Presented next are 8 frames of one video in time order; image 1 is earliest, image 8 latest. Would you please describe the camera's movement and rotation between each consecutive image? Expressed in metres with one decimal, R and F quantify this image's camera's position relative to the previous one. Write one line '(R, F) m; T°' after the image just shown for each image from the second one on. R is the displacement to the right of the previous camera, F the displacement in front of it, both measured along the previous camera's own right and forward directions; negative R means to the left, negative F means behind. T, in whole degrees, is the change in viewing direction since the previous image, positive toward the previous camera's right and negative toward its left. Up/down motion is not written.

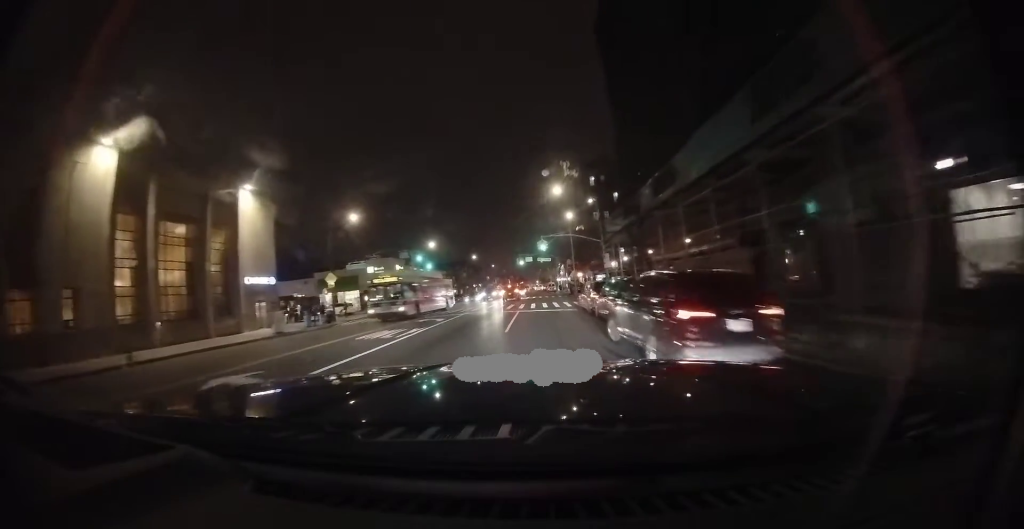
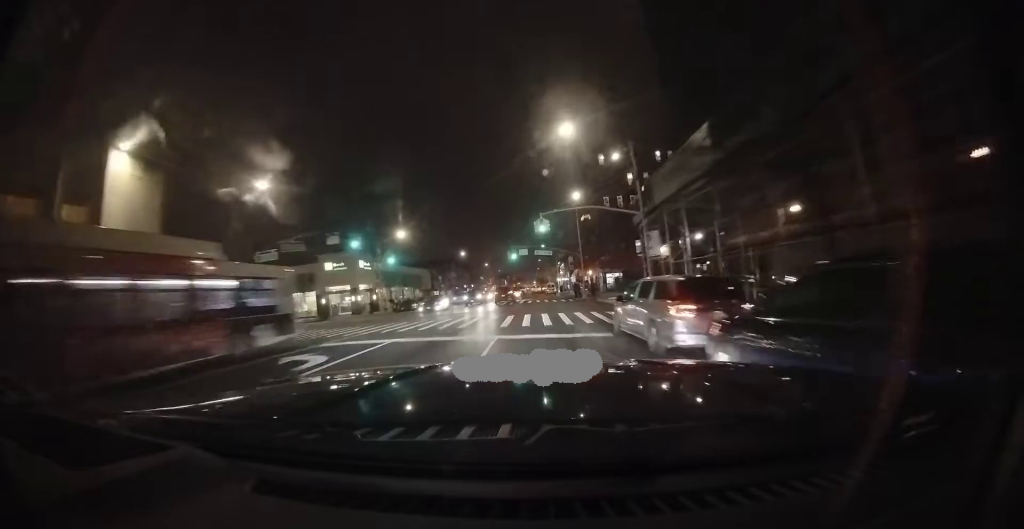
(0.0, +10.9) m; 0°
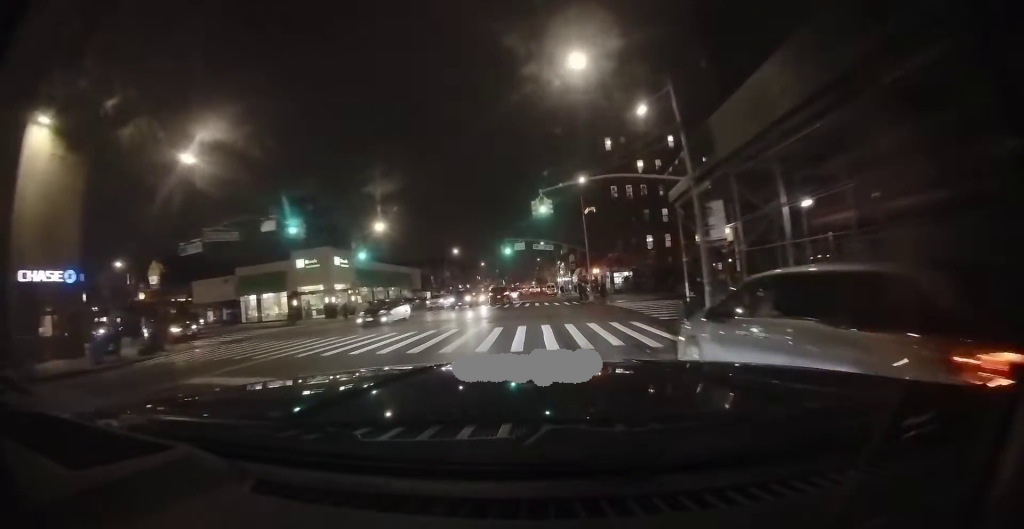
(0.0, +5.4) m; 0°
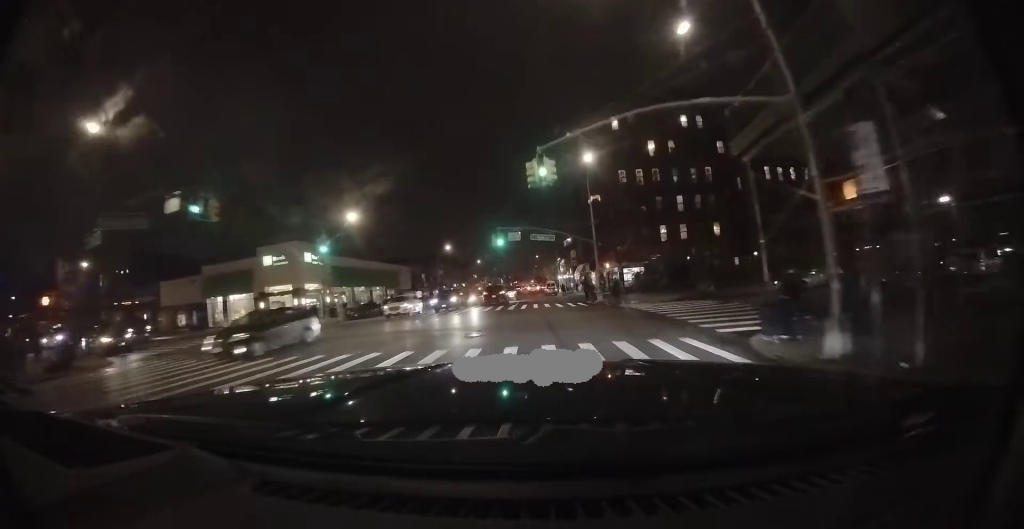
(0.0, +5.1) m; 0°
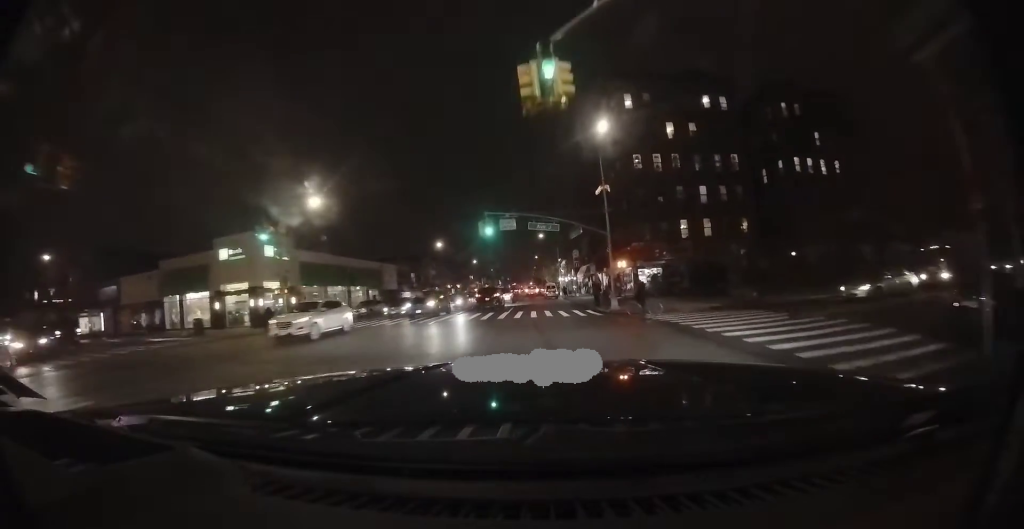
(0.0, +5.7) m; 0°
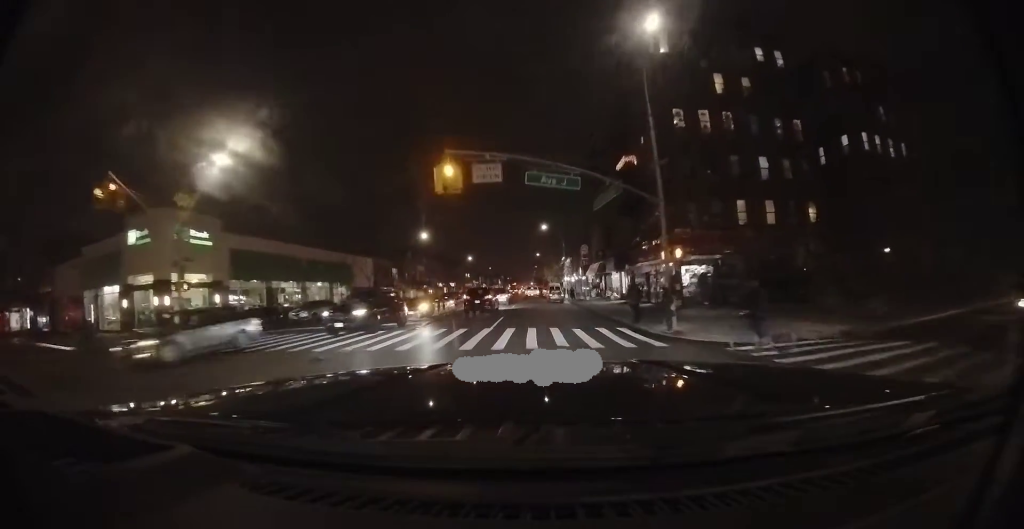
(0.0, +9.5) m; 0°
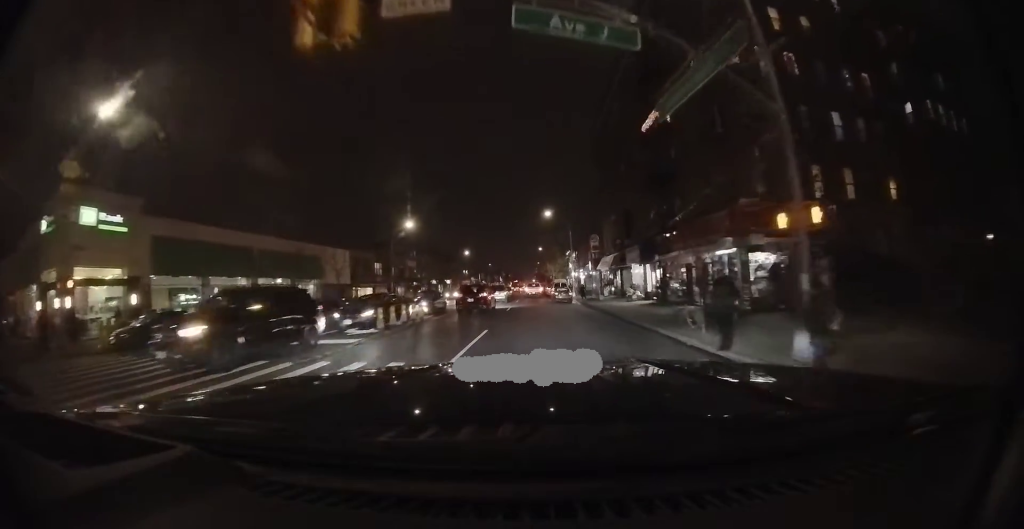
(0.0, +7.5) m; 0°
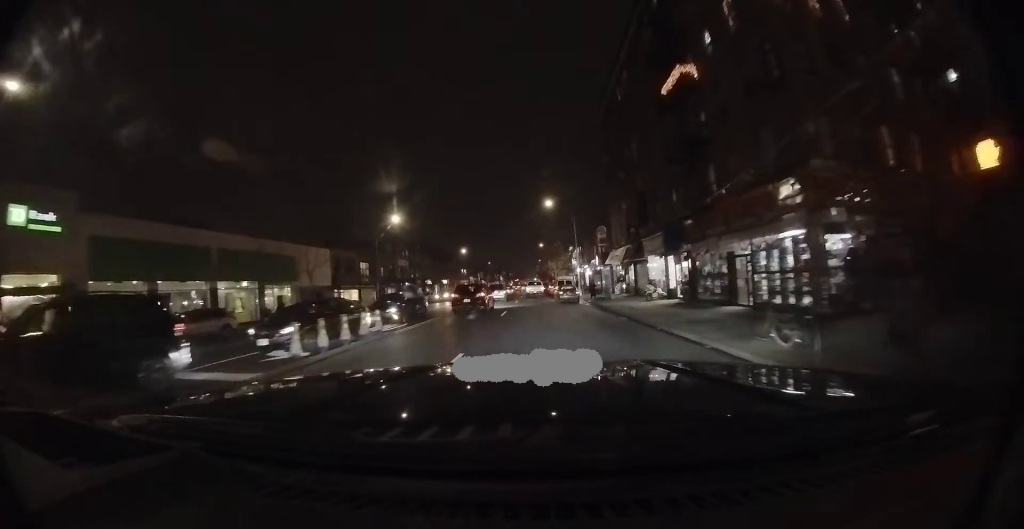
(0.0, +4.9) m; 0°
